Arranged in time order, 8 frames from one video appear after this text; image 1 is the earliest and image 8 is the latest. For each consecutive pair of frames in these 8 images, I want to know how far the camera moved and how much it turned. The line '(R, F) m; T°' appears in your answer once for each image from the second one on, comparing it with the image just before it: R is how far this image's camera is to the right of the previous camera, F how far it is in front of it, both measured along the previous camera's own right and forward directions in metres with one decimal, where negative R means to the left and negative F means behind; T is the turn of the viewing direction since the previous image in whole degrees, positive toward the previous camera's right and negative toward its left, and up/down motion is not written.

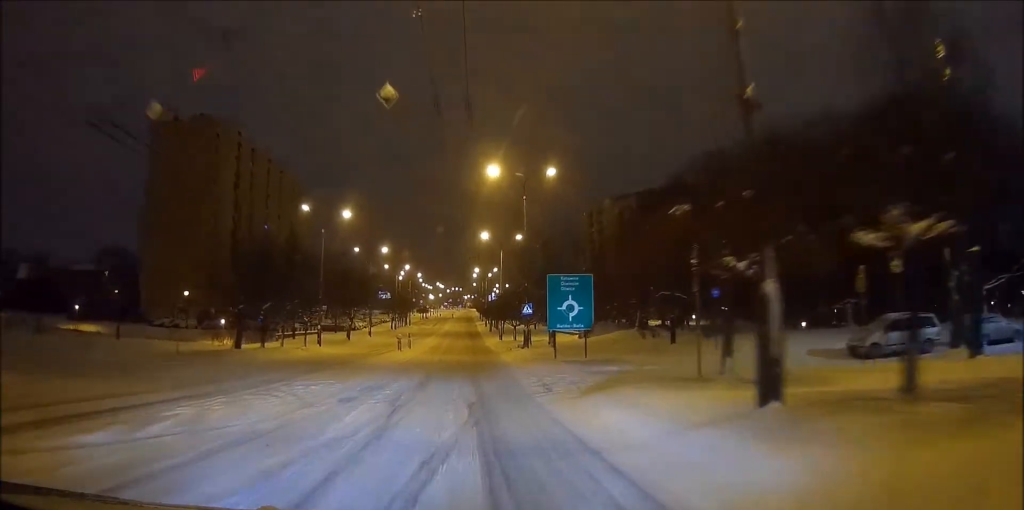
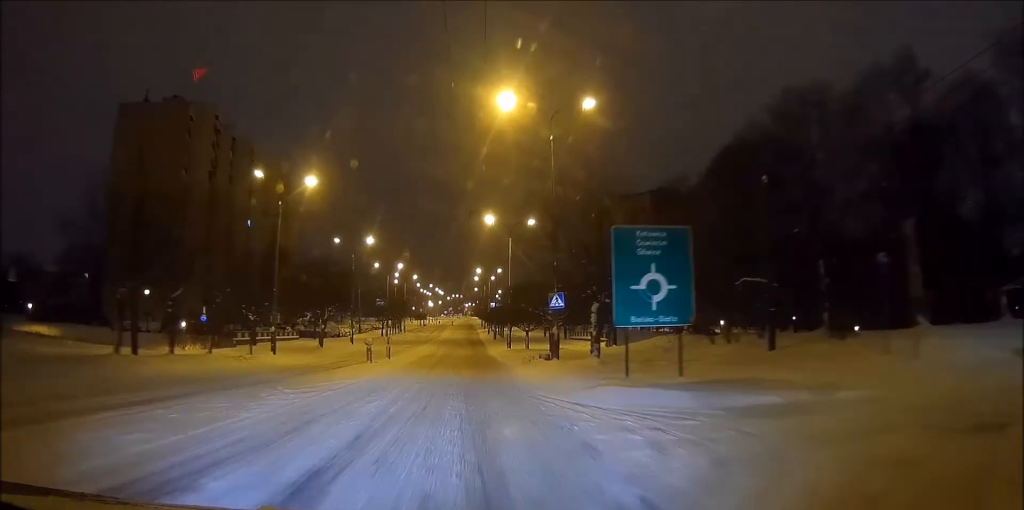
(-0.2, +13.7) m; 0°
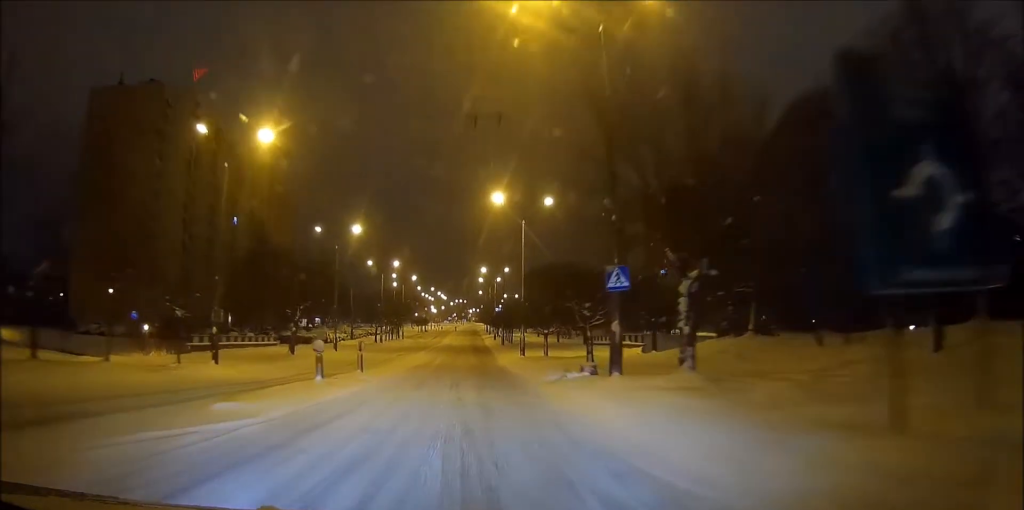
(+0.1, +10.9) m; +1°
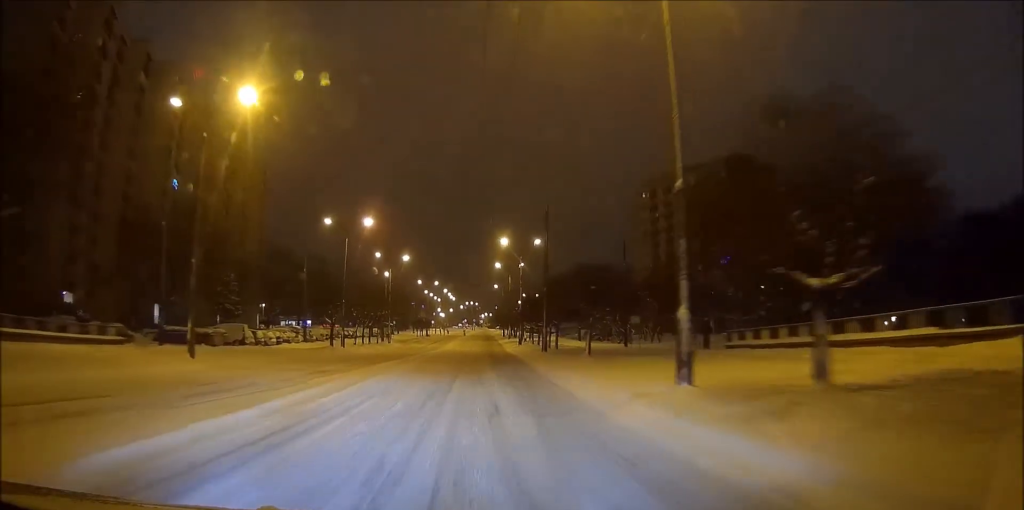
(+0.2, +34.8) m; 0°
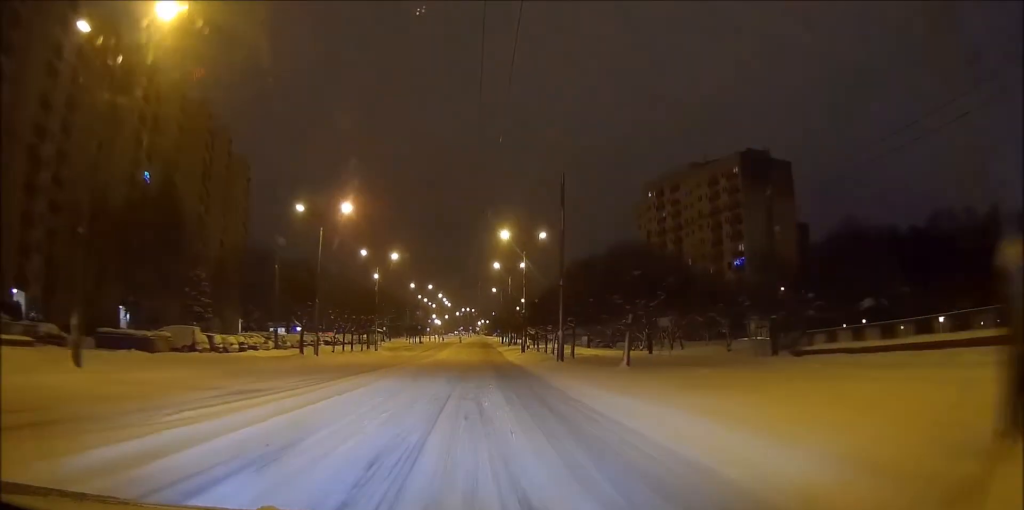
(0.0, +9.1) m; 0°
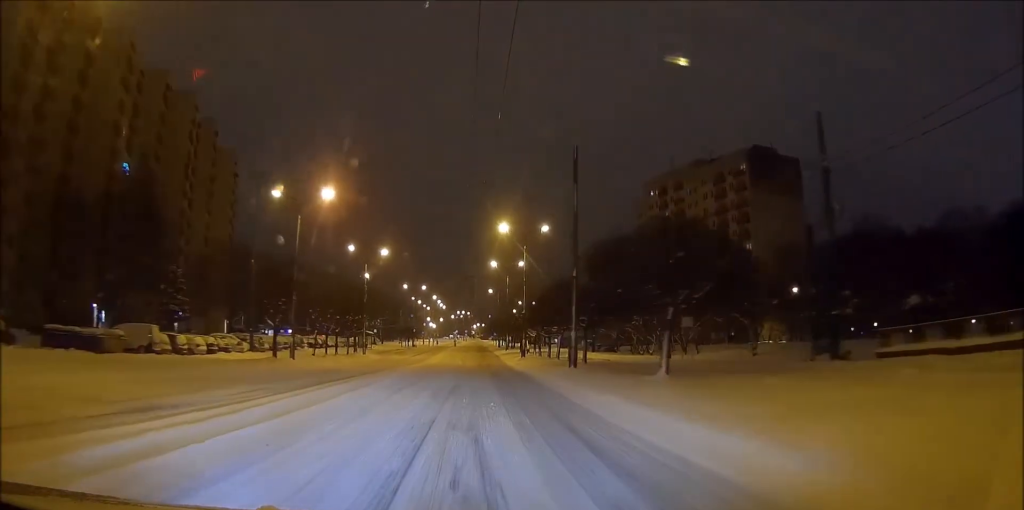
(0.0, +5.6) m; 0°
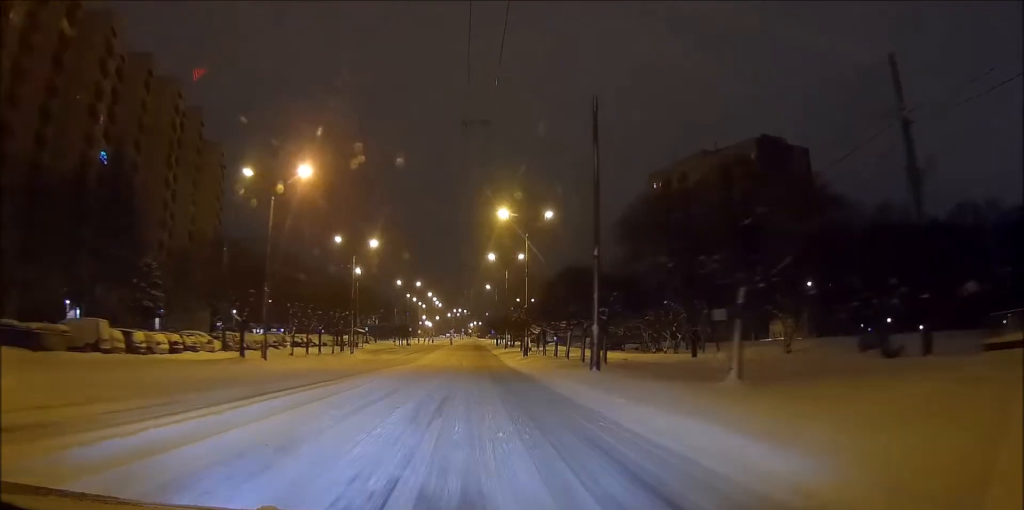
(0.0, +5.6) m; 0°
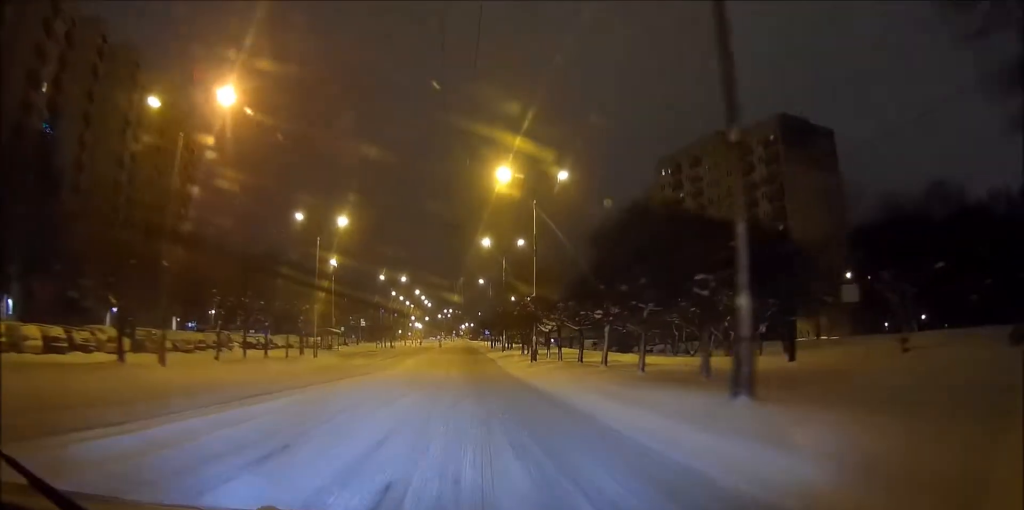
(+0.1, +13.0) m; 0°
